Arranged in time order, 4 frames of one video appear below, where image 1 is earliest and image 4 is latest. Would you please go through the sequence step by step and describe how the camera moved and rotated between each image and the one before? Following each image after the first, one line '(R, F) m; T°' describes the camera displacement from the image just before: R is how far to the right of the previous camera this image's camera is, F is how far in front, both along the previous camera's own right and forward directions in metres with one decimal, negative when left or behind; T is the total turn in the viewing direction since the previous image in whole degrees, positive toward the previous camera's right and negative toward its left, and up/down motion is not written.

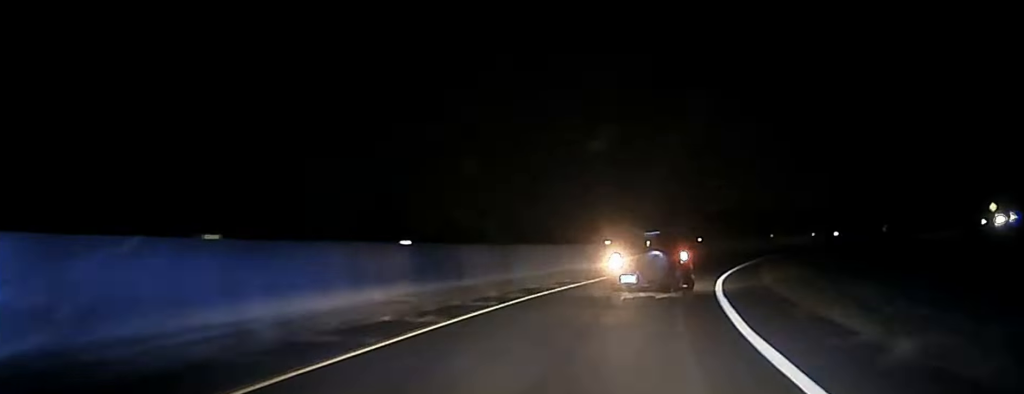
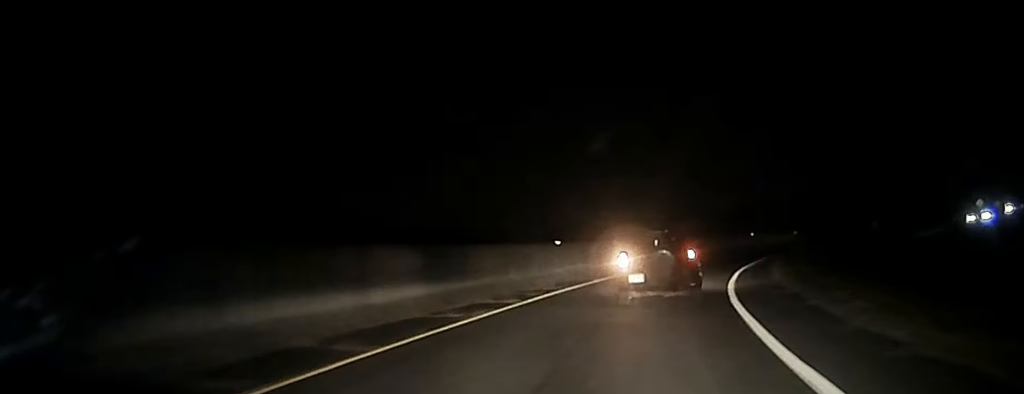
(-0.3, +13.7) m; +2°
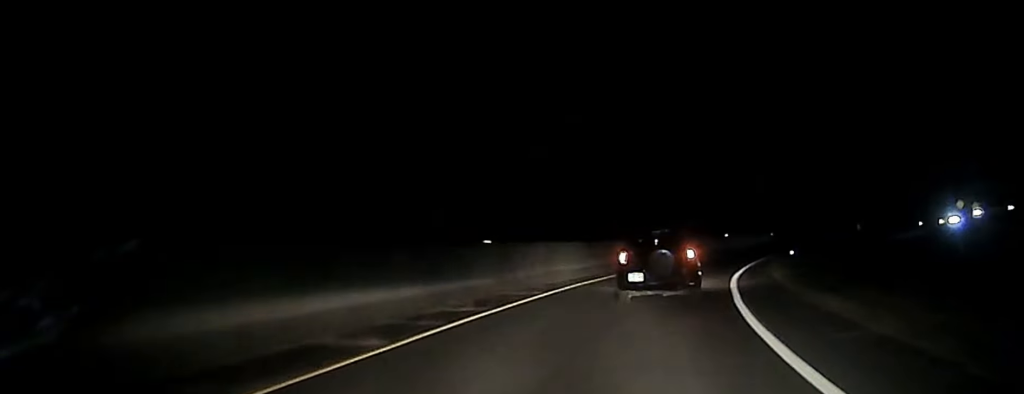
(+0.5, +10.6) m; +2°
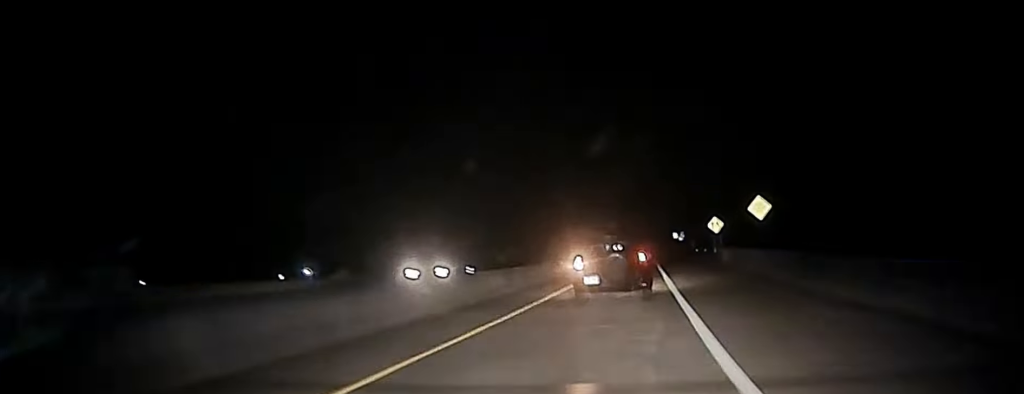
(+26.4, +99.1) m; +26°
